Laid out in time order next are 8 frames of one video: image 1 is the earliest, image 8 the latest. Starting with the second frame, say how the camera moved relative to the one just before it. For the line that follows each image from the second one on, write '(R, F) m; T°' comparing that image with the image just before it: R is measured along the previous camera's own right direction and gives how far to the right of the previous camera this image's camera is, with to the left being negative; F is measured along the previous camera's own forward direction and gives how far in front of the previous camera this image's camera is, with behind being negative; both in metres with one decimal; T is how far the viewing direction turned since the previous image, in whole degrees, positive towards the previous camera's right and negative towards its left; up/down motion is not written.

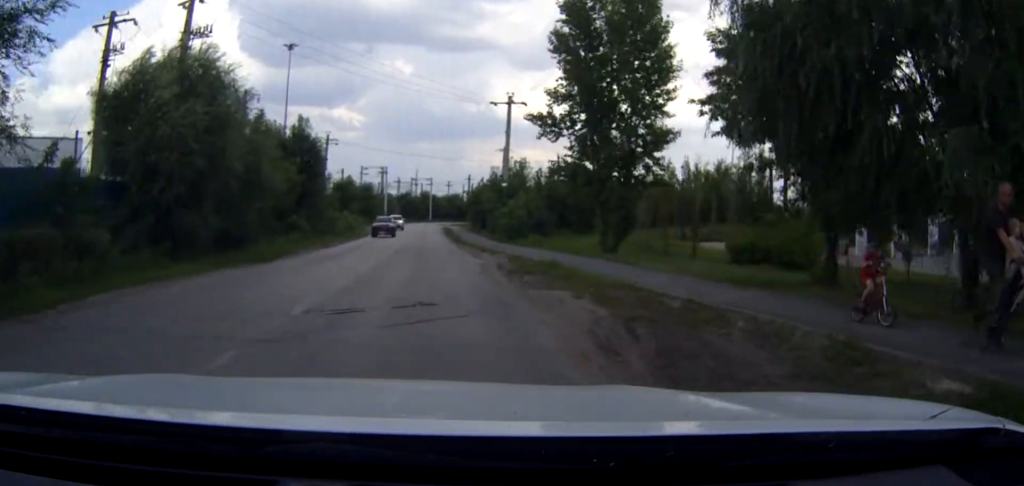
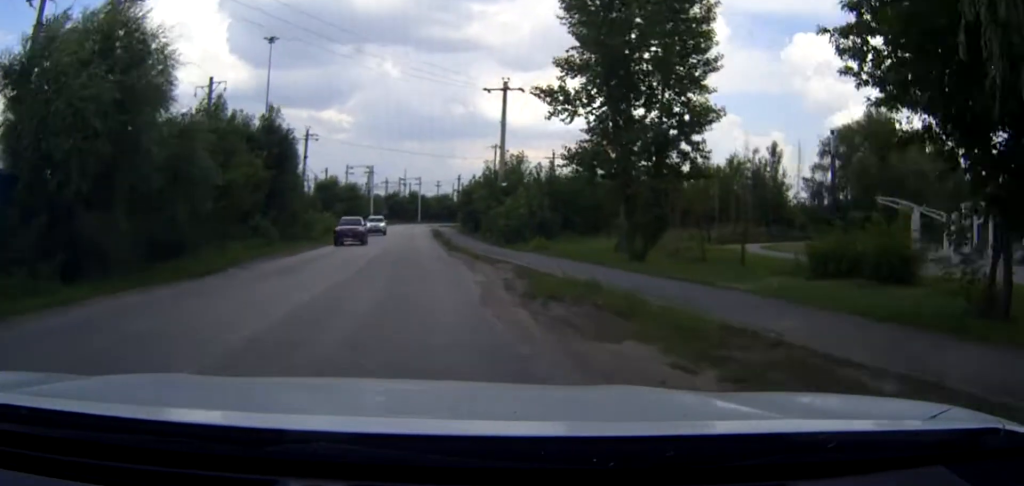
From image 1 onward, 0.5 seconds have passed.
(+0.2, +6.2) m; +3°
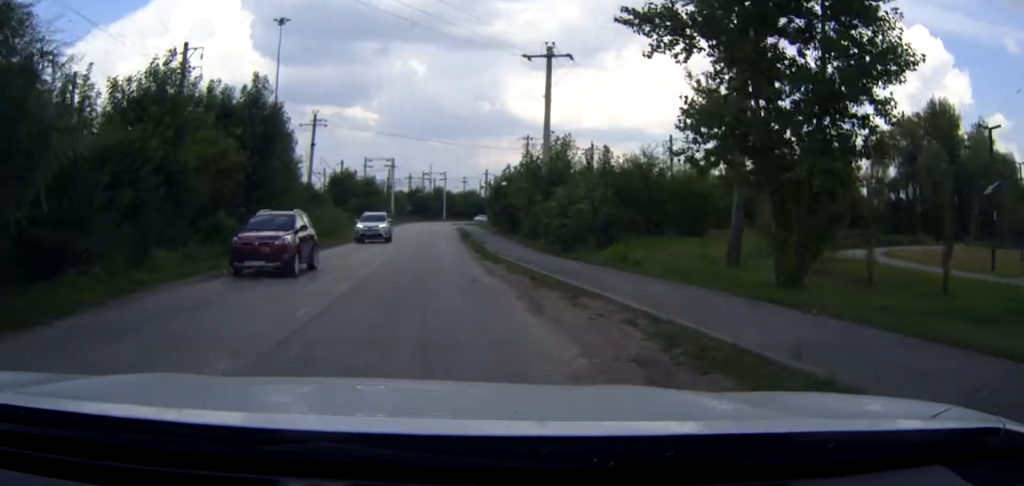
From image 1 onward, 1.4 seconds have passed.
(+0.2, +10.0) m; +1°
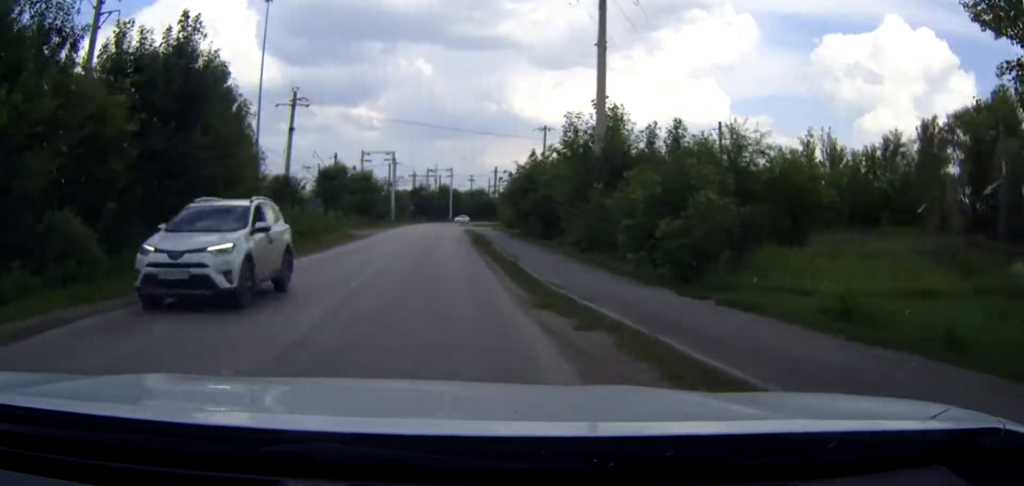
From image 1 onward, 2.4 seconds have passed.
(+0.1, +12.4) m; 0°
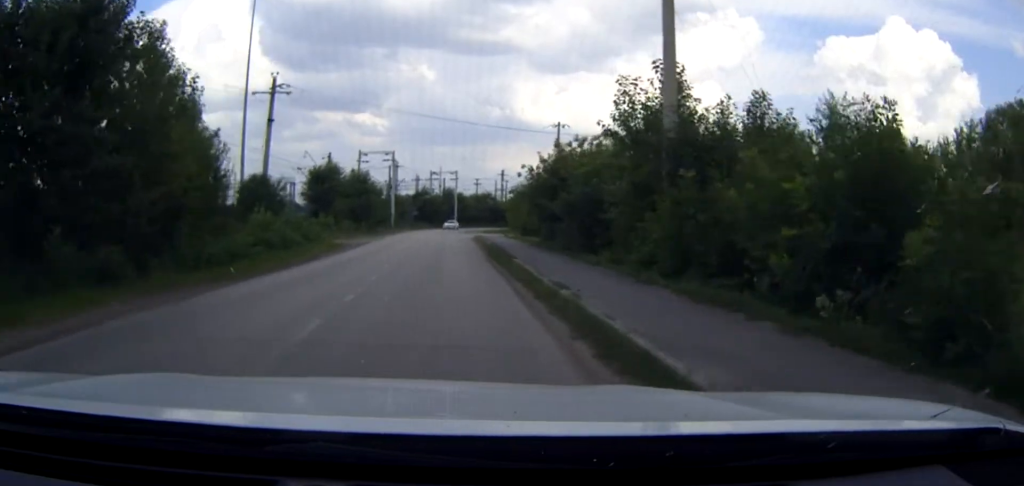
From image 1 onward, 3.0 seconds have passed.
(-0.1, +8.6) m; 0°
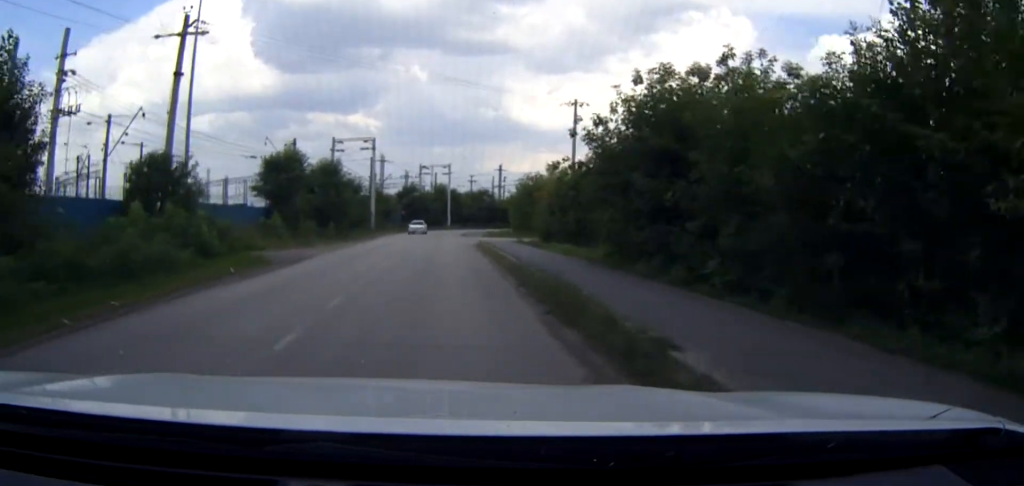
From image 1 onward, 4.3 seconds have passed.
(0.0, +17.0) m; 0°
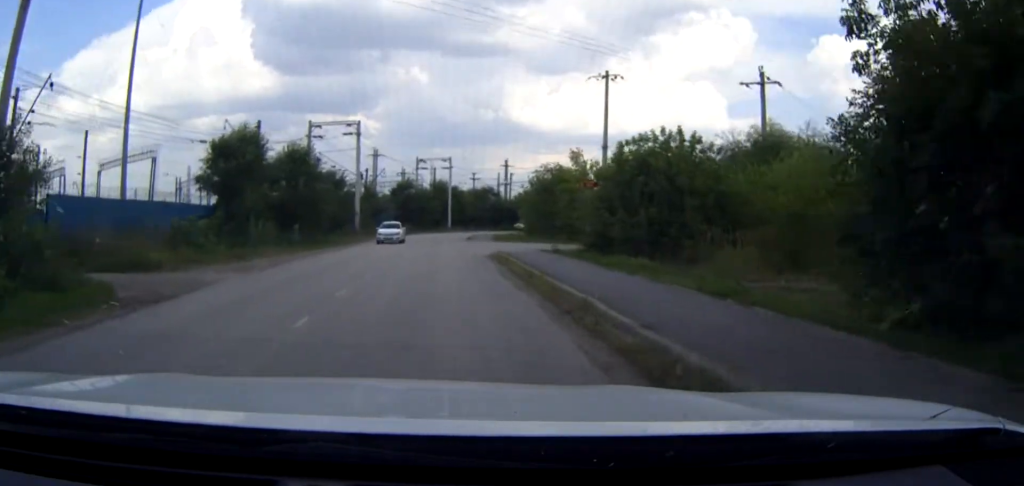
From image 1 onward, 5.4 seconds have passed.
(+0.1, +14.1) m; +1°
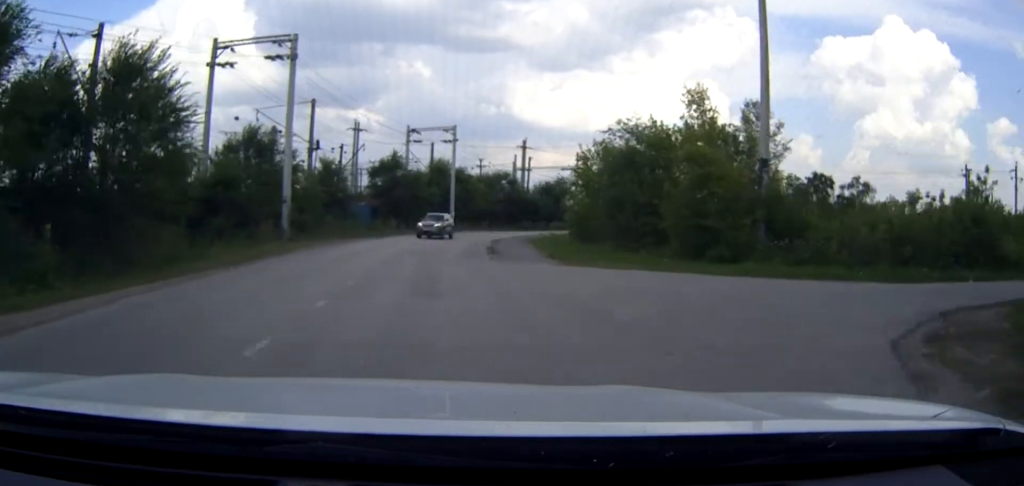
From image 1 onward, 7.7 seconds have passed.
(0.0, +30.6) m; -1°
